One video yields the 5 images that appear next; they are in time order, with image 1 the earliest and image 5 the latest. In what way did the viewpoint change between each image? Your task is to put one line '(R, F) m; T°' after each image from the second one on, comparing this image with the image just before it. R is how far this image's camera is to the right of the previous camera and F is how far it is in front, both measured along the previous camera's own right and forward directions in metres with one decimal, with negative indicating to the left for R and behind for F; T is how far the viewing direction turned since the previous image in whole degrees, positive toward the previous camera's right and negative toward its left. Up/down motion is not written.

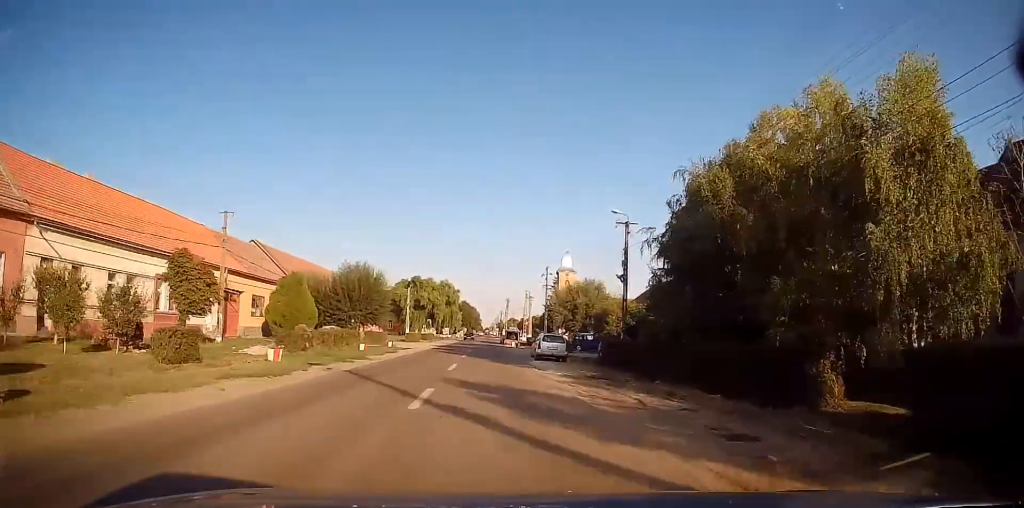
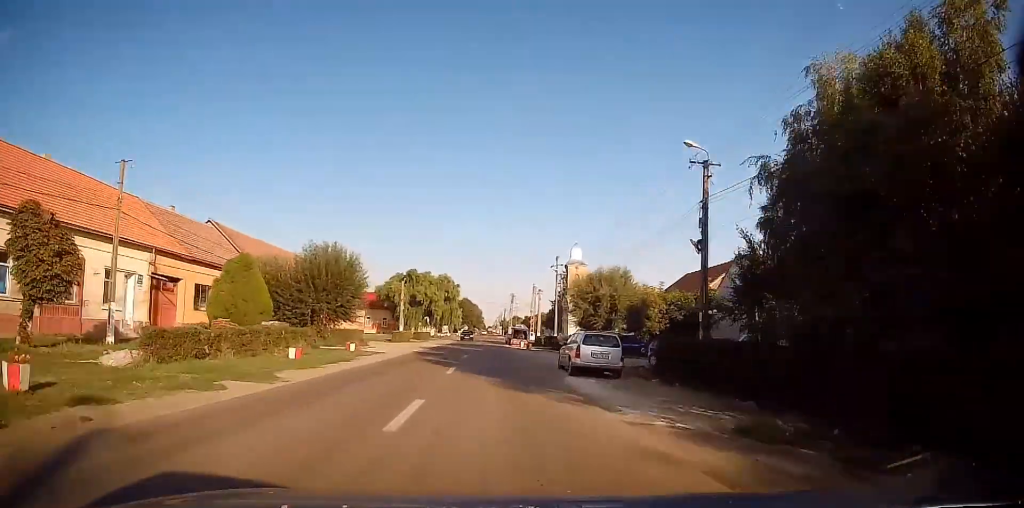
(-0.1, +10.9) m; 0°
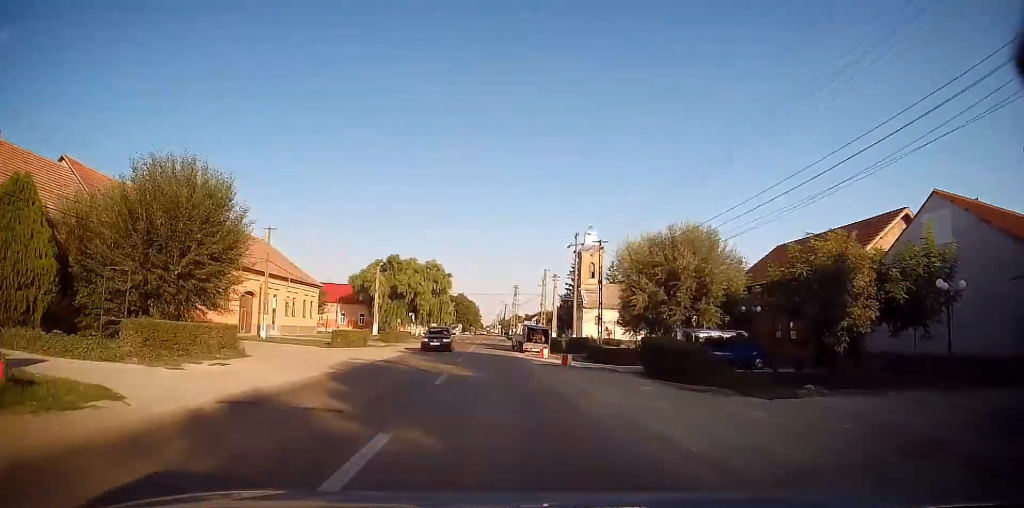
(+0.1, +21.0) m; +1°
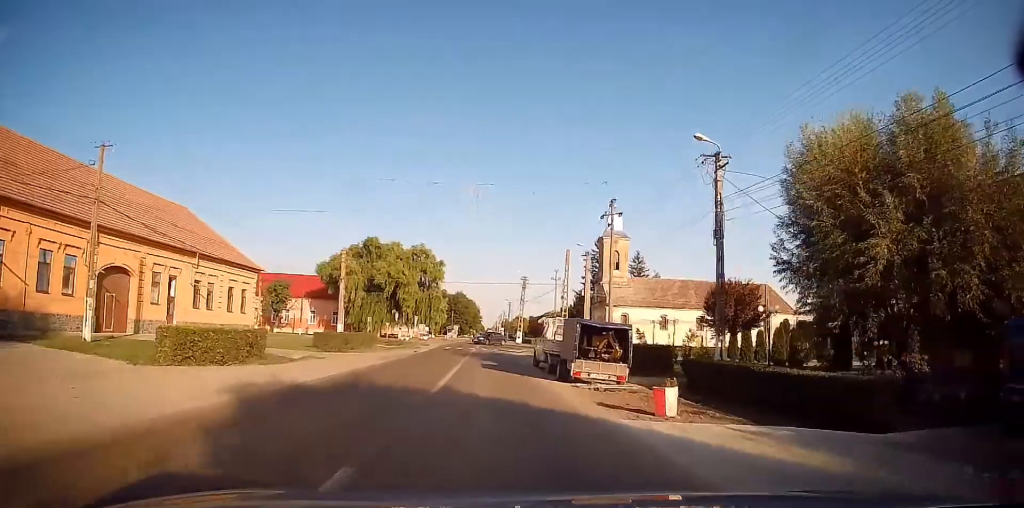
(+0.2, +19.9) m; +1°
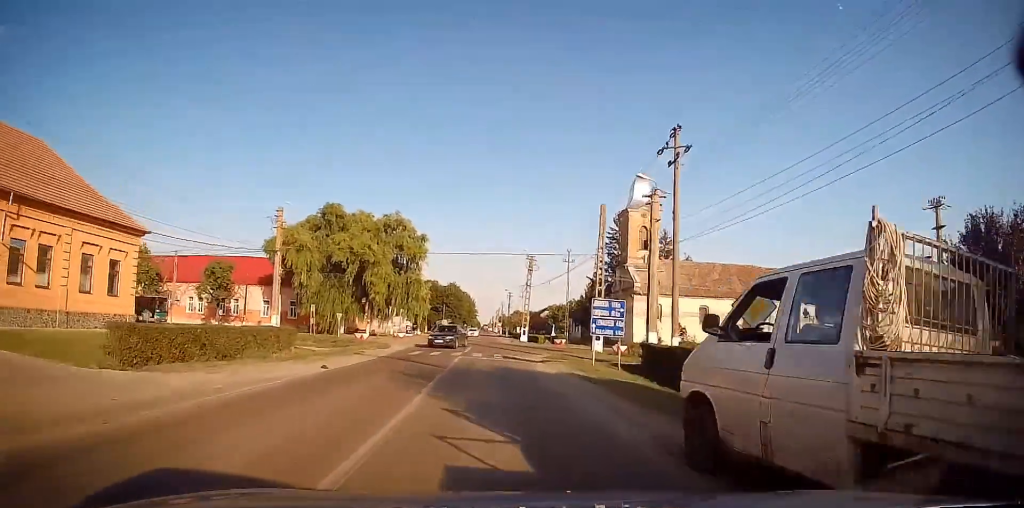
(0.0, +18.1) m; -1°
